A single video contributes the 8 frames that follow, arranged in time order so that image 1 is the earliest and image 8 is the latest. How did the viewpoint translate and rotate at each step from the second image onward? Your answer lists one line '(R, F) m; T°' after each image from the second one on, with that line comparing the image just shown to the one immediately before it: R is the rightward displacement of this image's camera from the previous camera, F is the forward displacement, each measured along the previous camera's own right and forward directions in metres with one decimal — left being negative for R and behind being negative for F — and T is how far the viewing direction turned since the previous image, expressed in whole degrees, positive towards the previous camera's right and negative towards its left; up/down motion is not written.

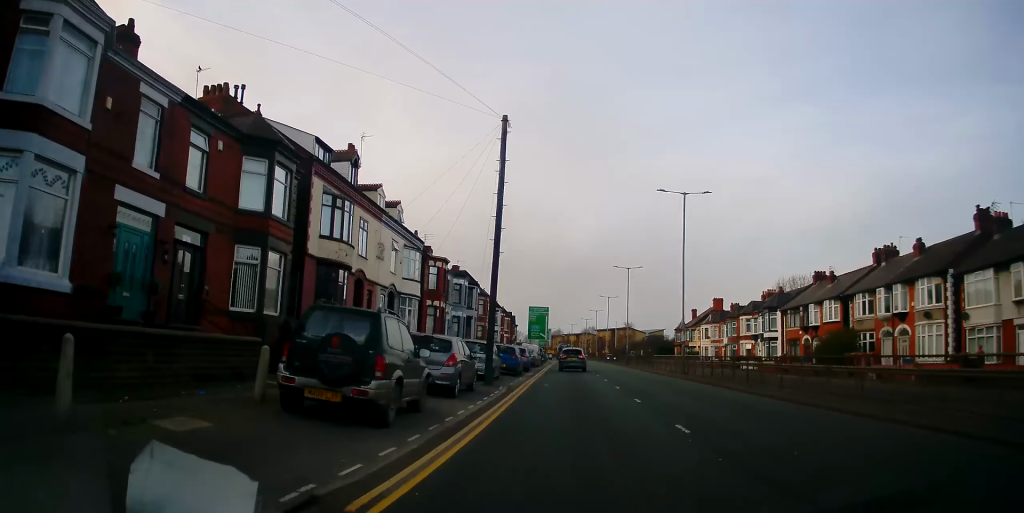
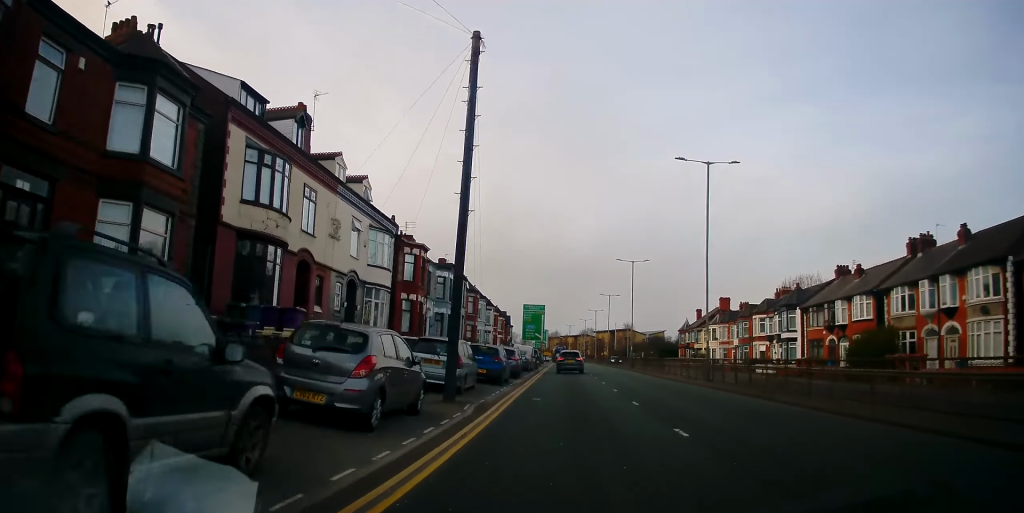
(-0.1, +6.1) m; 0°
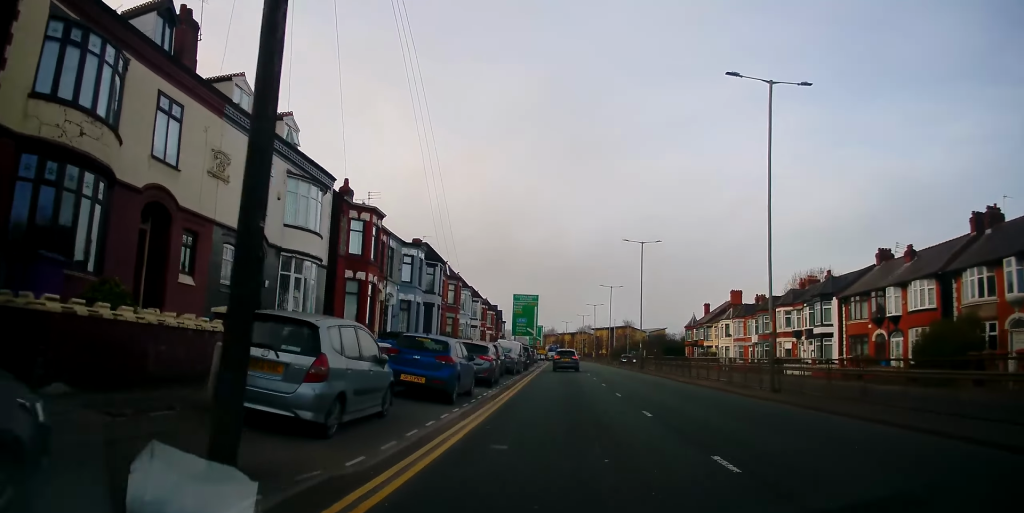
(+0.2, +9.0) m; 0°
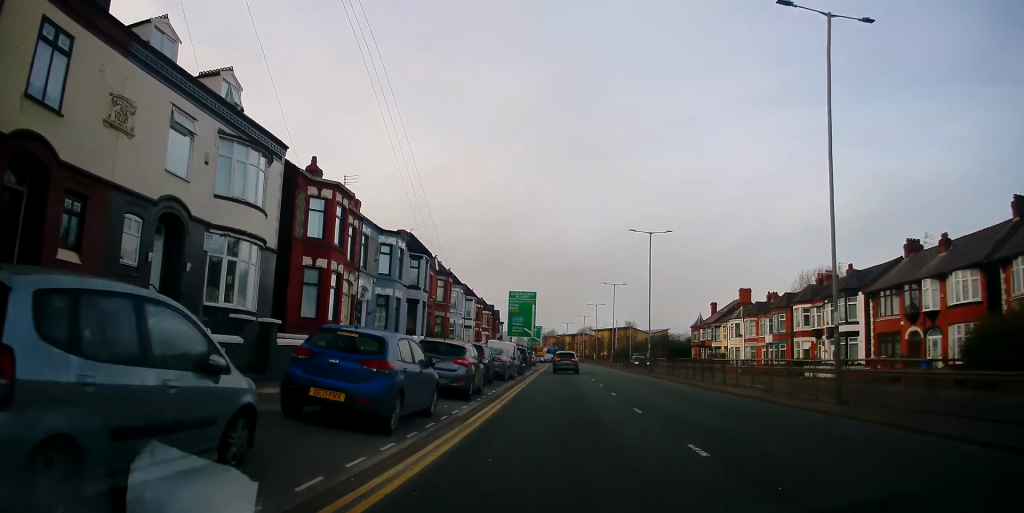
(-0.1, +4.7) m; +1°
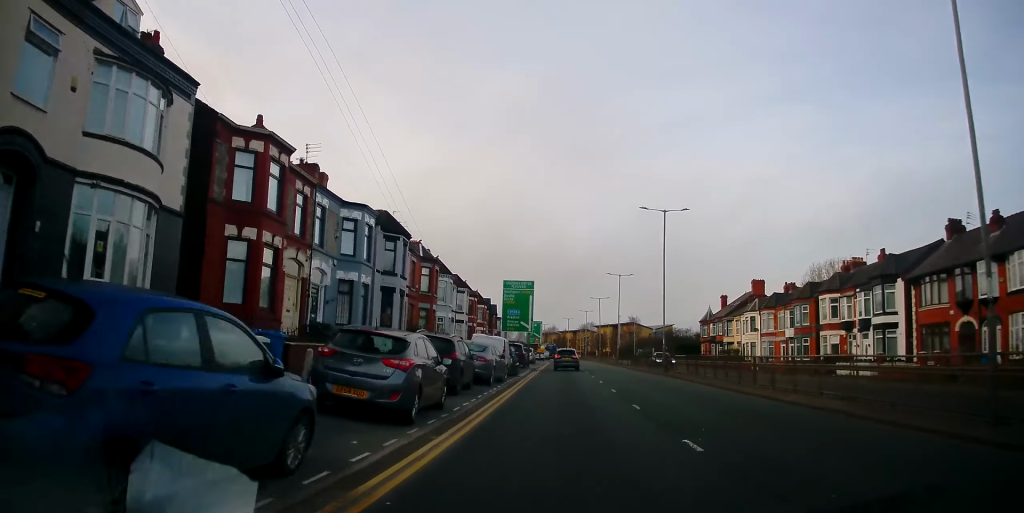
(-0.2, +5.8) m; +1°
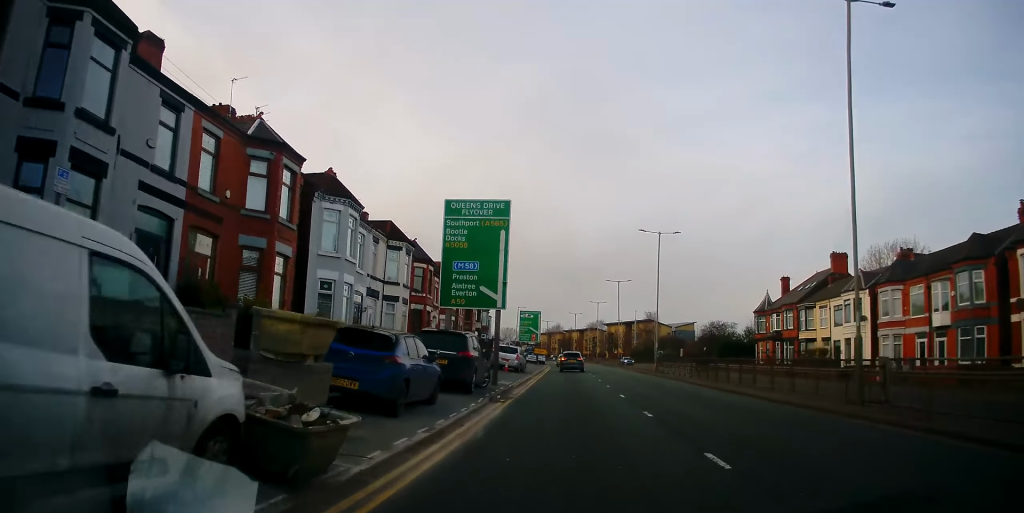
(-0.1, +24.7) m; -3°
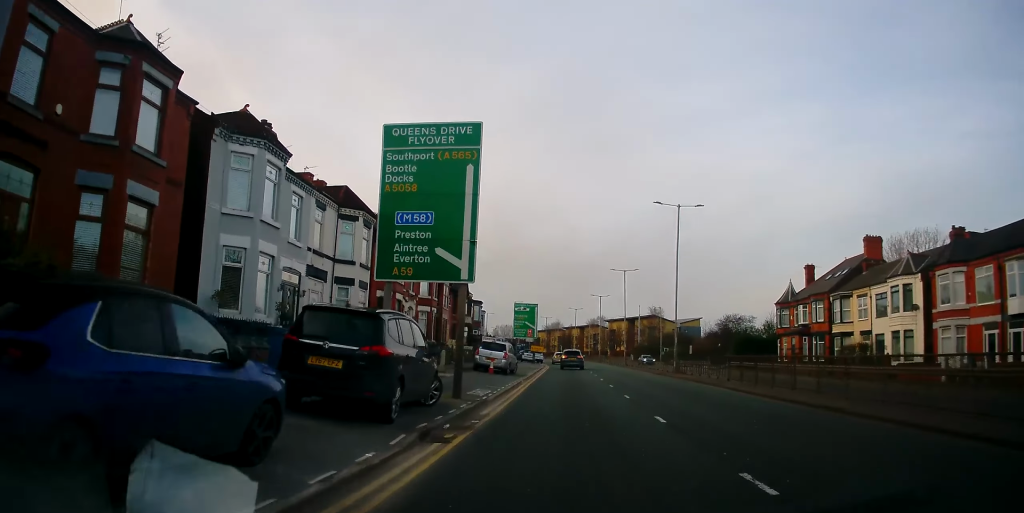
(0.0, +7.3) m; +1°
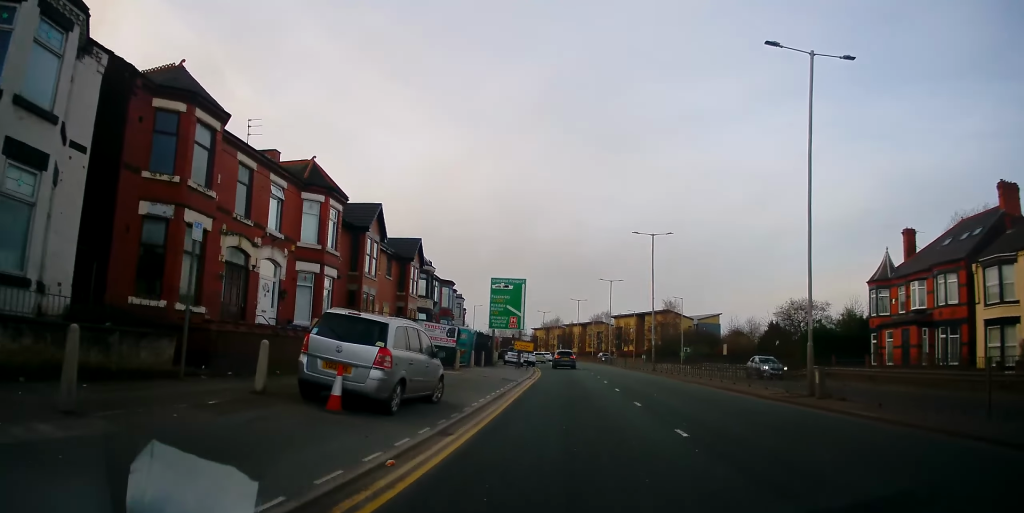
(+0.2, +19.8) m; 0°
